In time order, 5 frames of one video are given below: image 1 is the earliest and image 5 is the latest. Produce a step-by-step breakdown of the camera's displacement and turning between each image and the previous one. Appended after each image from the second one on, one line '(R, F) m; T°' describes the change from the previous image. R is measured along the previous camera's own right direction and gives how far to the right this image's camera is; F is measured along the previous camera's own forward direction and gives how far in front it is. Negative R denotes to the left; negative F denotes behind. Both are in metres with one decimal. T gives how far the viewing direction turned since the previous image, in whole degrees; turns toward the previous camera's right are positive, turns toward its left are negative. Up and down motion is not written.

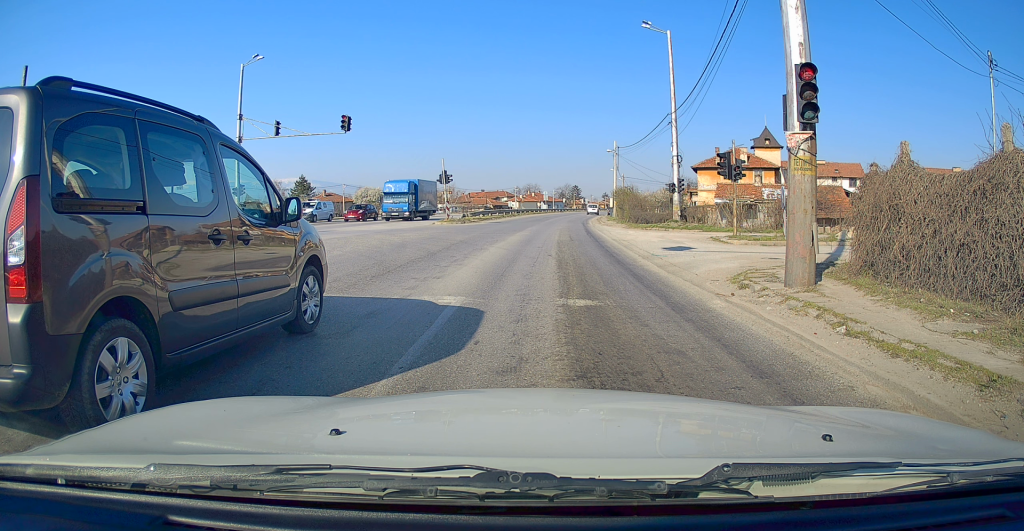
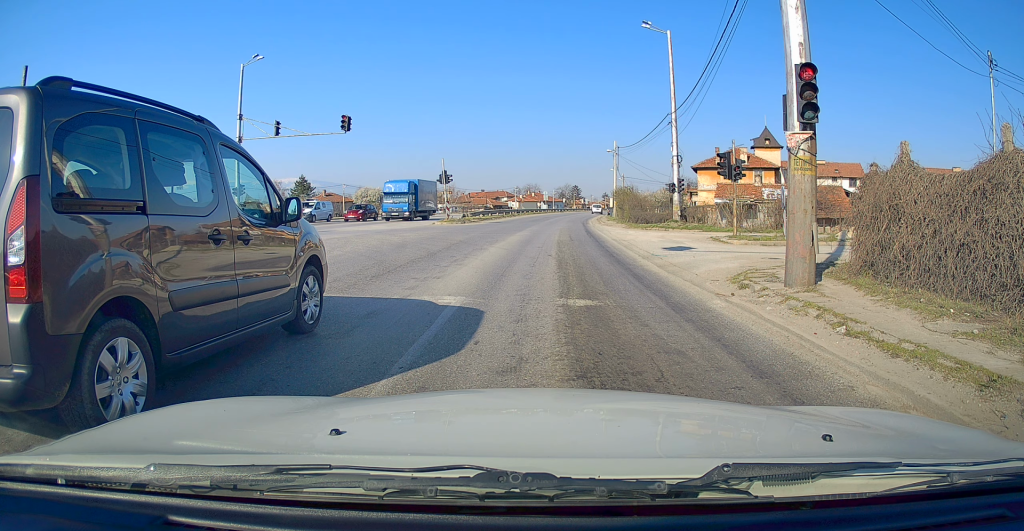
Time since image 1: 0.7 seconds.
(0.0, 0.0) m; 0°
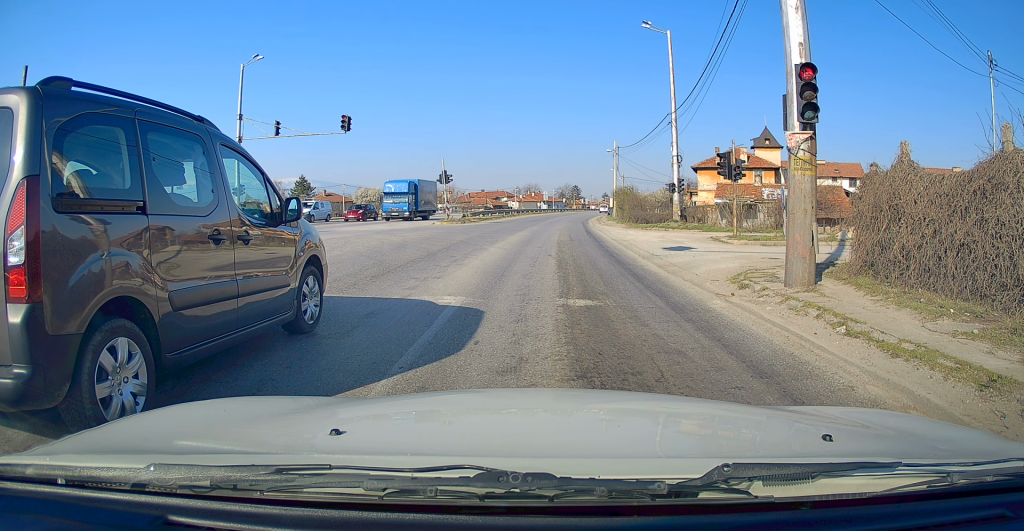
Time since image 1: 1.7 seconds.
(0.0, 0.0) m; 0°
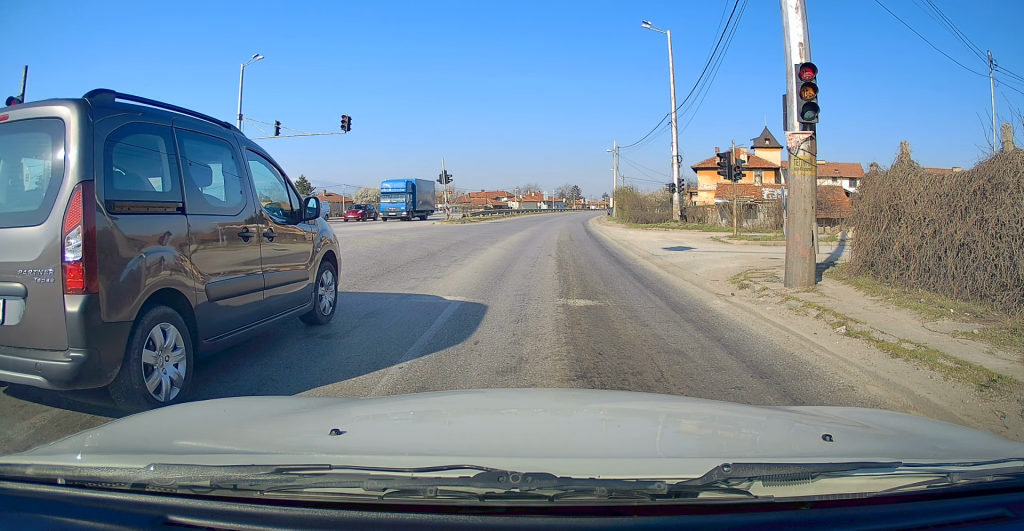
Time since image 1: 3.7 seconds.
(0.0, 0.0) m; 0°
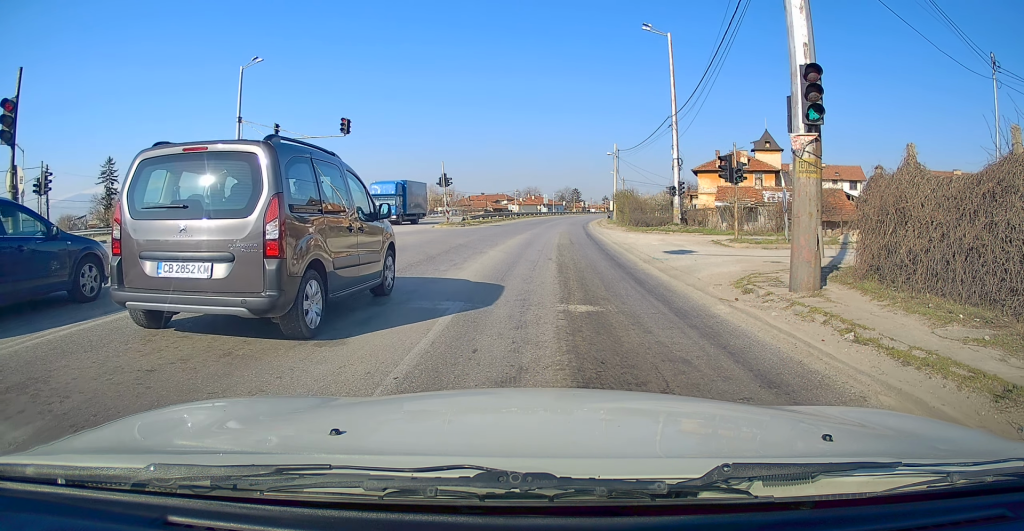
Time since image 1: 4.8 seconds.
(-0.2, +0.2) m; 0°
